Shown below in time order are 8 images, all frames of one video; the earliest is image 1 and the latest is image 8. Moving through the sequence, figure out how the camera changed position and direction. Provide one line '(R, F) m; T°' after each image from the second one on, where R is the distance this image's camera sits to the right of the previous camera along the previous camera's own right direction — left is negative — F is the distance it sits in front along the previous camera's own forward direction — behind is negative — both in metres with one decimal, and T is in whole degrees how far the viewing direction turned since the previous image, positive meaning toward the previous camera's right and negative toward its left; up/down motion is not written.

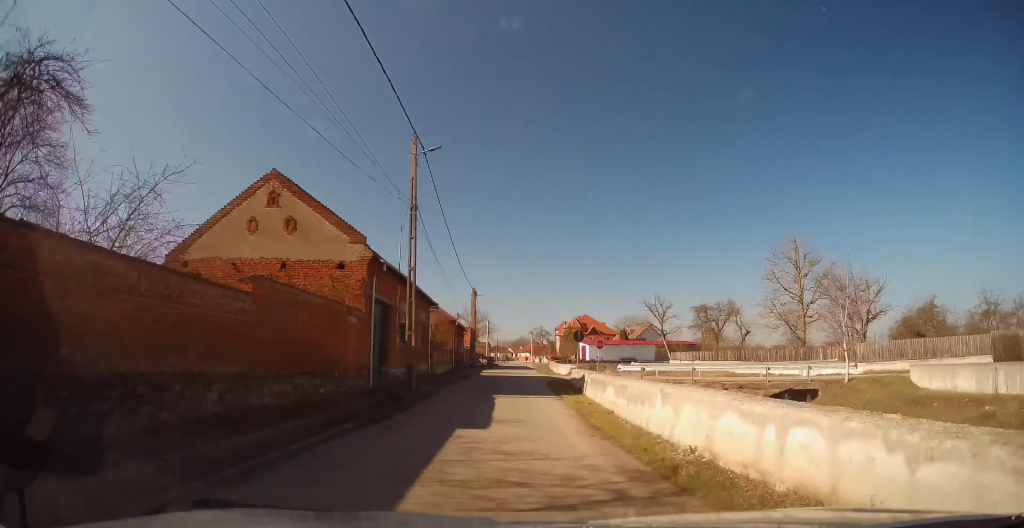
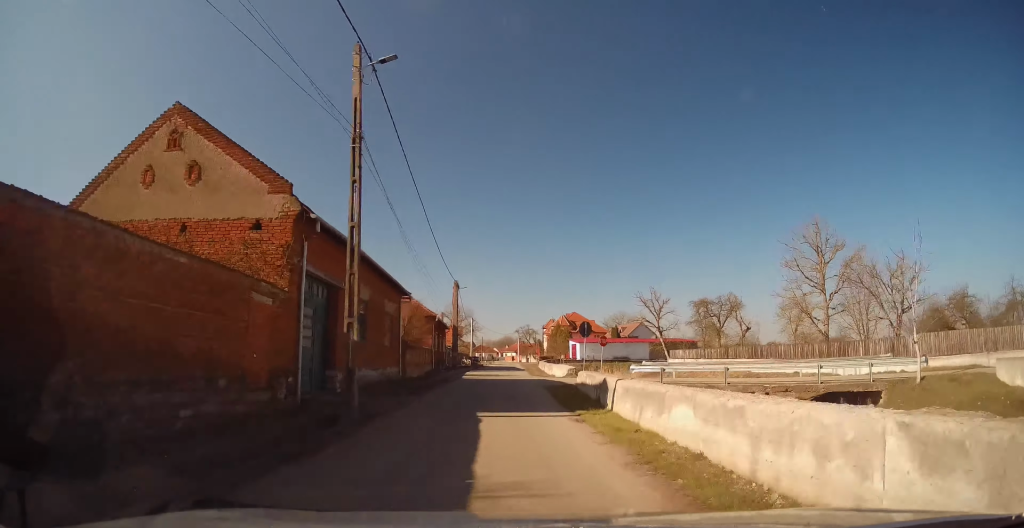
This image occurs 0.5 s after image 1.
(+0.4, +5.7) m; +2°
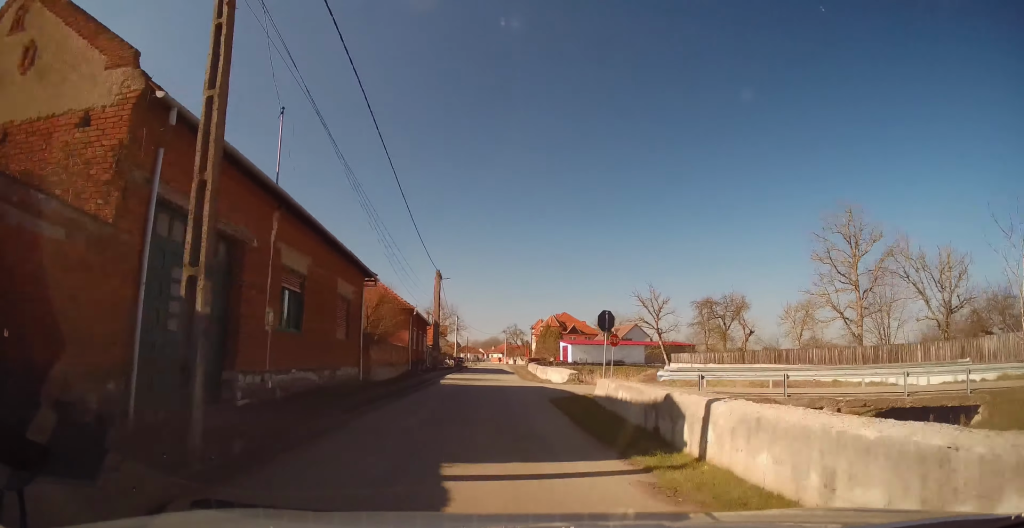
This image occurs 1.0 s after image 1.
(+0.1, +5.9) m; +1°
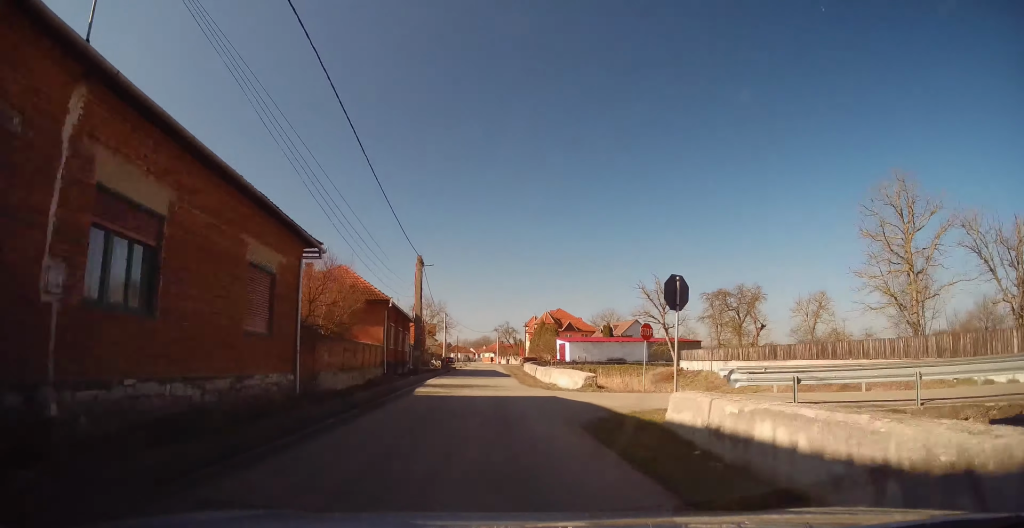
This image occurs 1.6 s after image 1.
(-0.2, +7.1) m; +1°
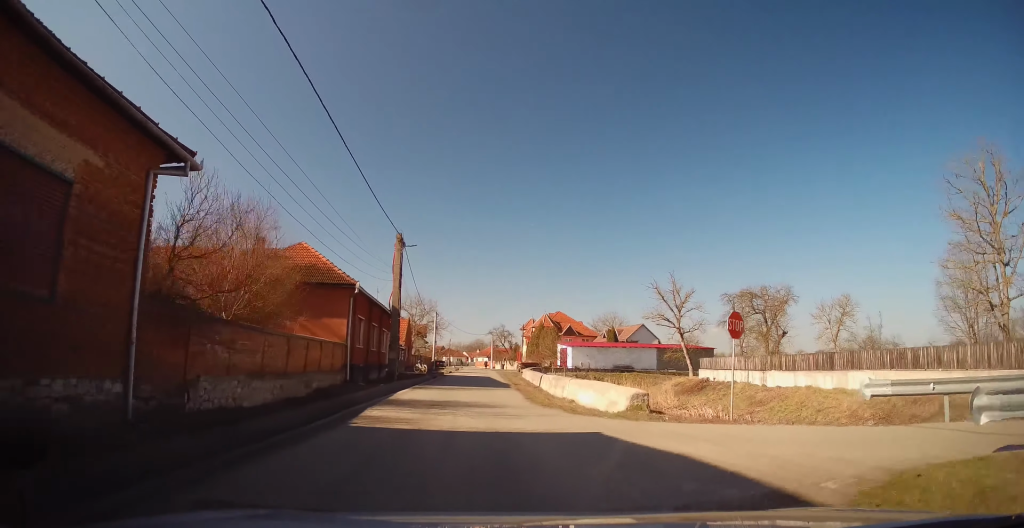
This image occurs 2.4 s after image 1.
(+0.3, +8.5) m; +3°
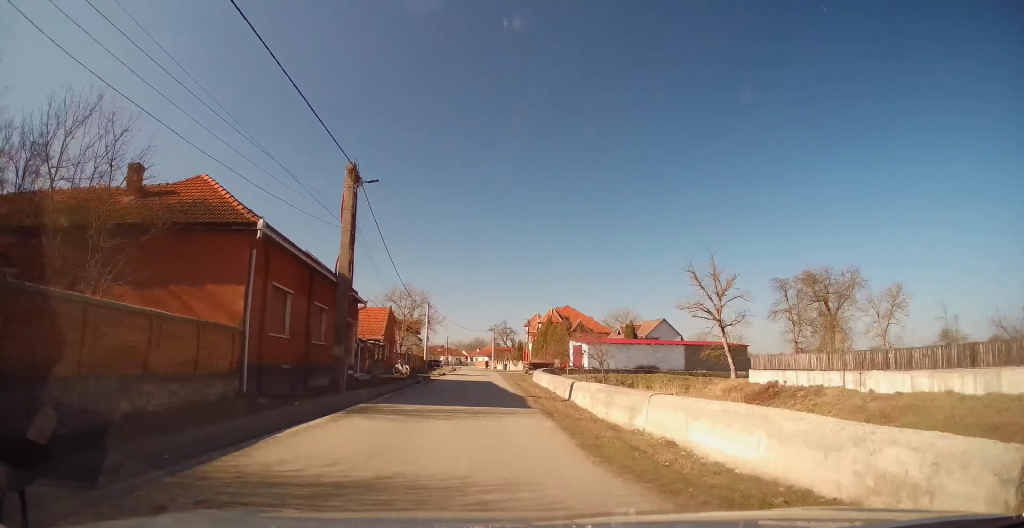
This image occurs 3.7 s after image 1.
(+0.2, +11.8) m; +2°
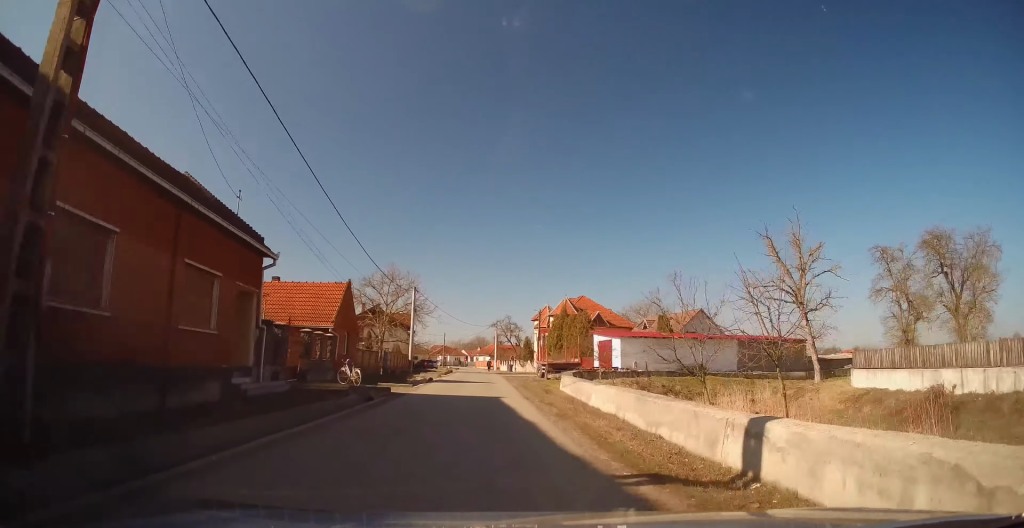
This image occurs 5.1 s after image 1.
(-0.4, +13.4) m; -4°
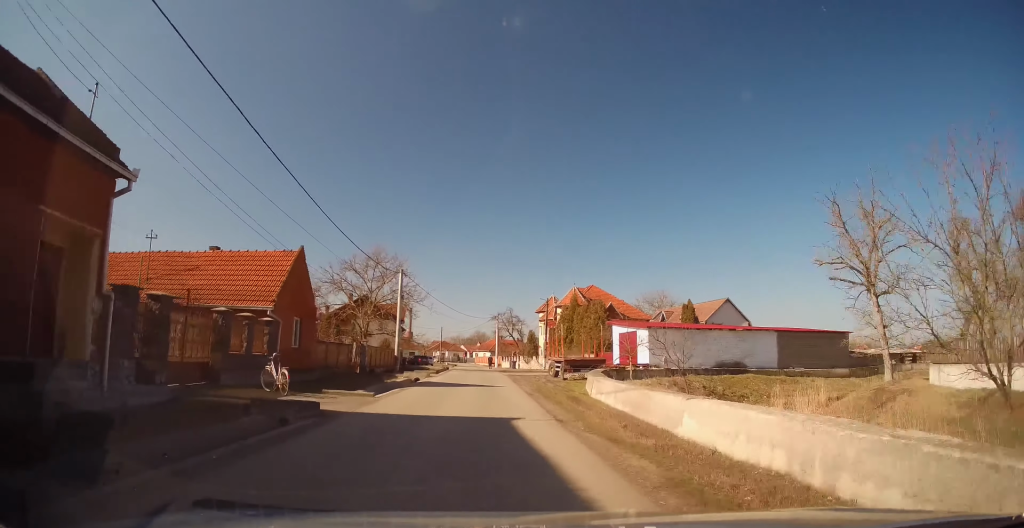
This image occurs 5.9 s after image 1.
(-0.3, +7.8) m; +1°
